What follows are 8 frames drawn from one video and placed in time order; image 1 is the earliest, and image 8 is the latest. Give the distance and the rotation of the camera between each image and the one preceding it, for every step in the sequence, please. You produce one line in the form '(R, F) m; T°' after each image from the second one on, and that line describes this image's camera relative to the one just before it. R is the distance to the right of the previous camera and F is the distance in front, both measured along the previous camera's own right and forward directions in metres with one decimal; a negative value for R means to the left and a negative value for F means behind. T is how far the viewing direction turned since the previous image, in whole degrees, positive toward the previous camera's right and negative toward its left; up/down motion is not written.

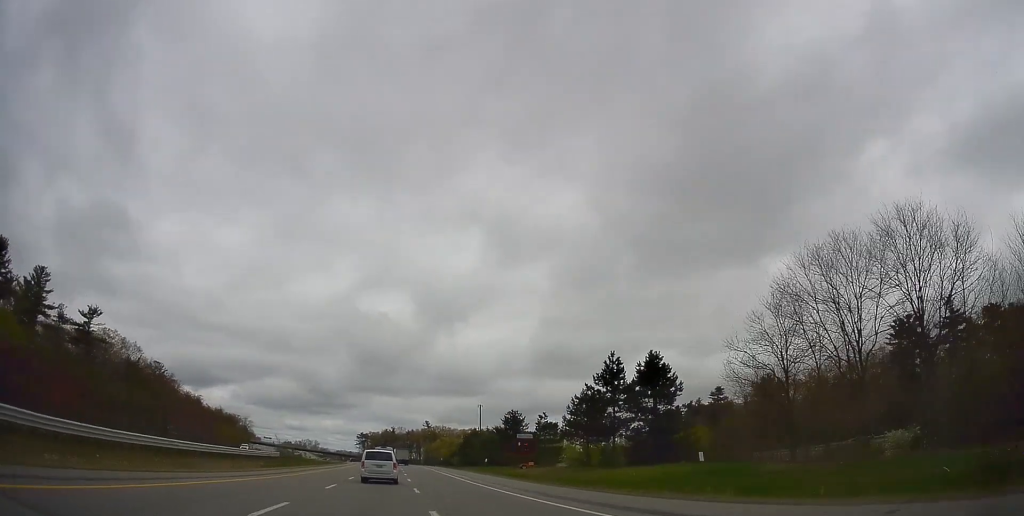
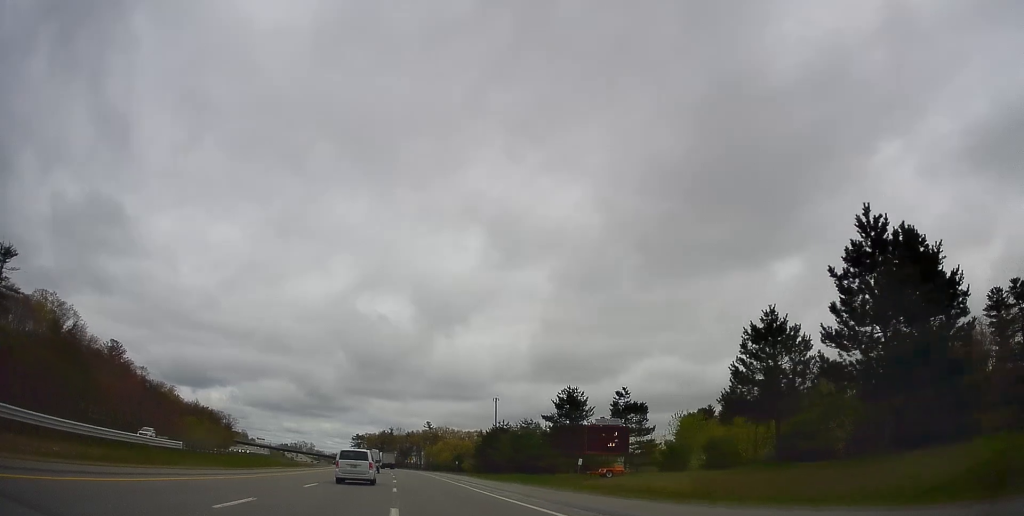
(0.0, +35.8) m; 0°
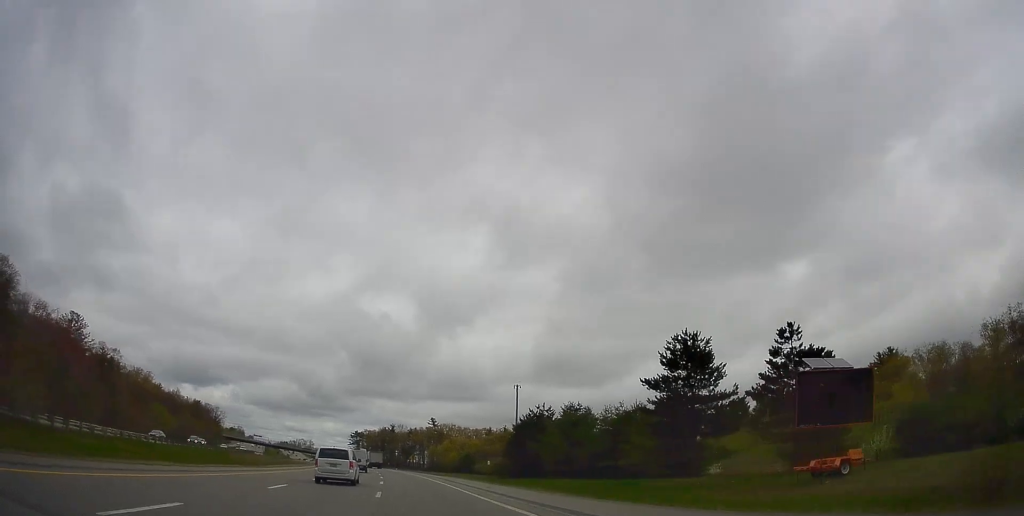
(+0.2, +27.8) m; 0°
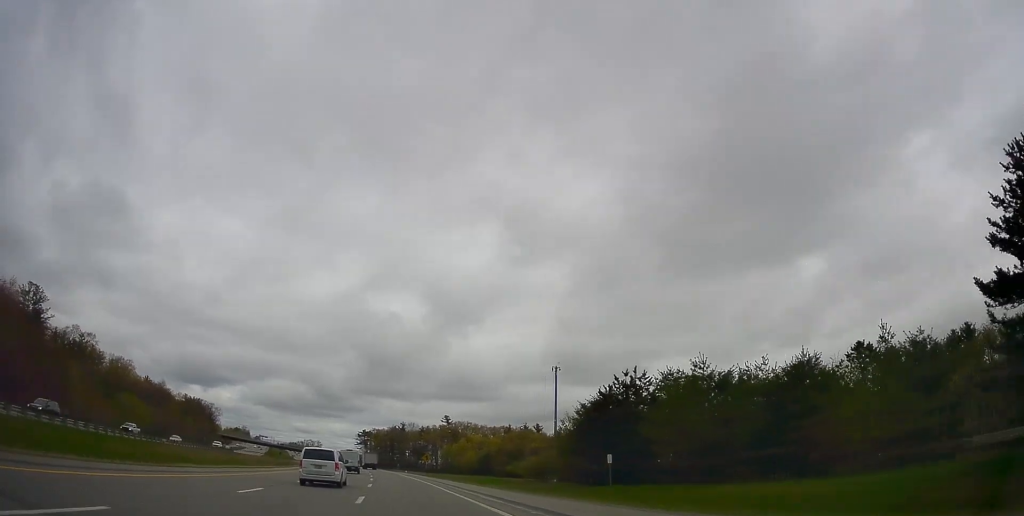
(+0.1, +26.8) m; 0°
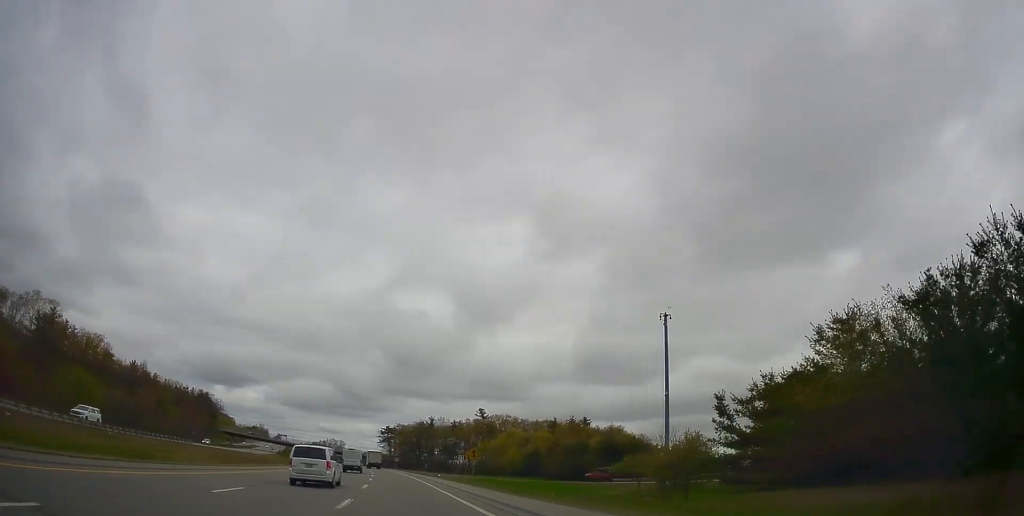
(-0.3, +38.5) m; 0°
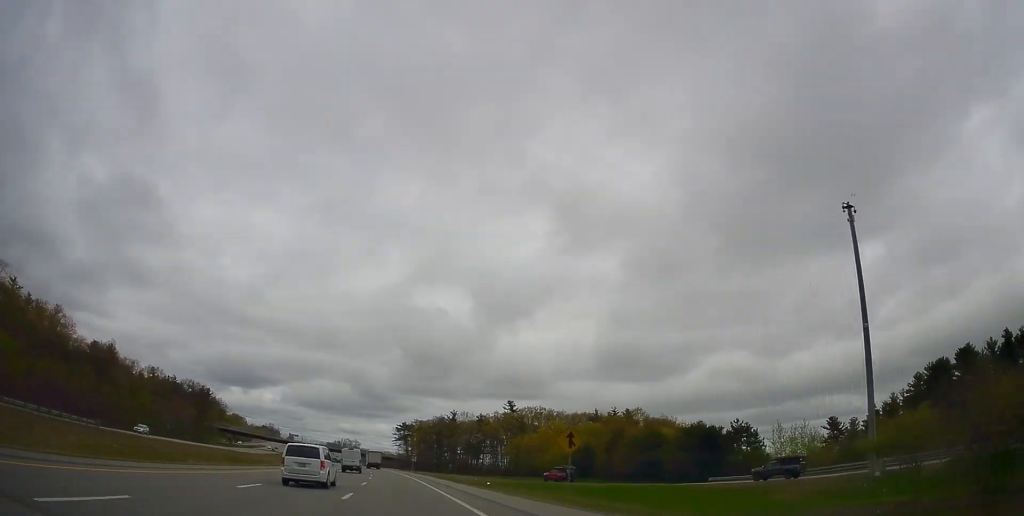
(0.0, +33.3) m; -1°
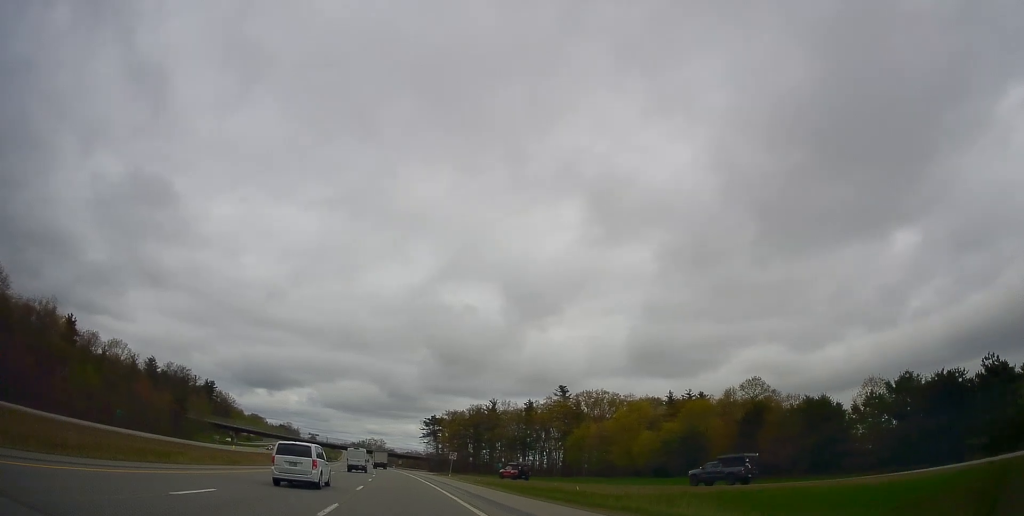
(-1.3, +42.7) m; -3°
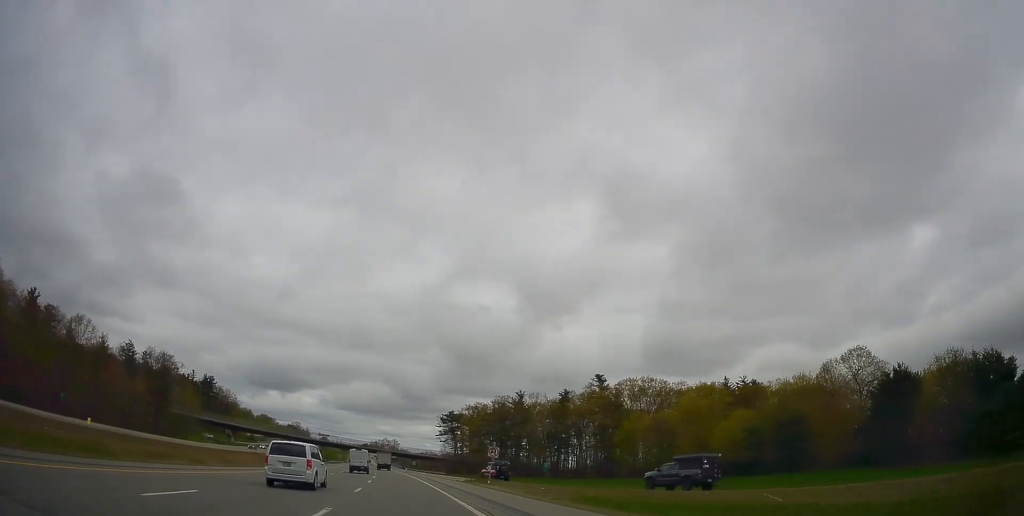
(0.0, +25.6) m; 0°
